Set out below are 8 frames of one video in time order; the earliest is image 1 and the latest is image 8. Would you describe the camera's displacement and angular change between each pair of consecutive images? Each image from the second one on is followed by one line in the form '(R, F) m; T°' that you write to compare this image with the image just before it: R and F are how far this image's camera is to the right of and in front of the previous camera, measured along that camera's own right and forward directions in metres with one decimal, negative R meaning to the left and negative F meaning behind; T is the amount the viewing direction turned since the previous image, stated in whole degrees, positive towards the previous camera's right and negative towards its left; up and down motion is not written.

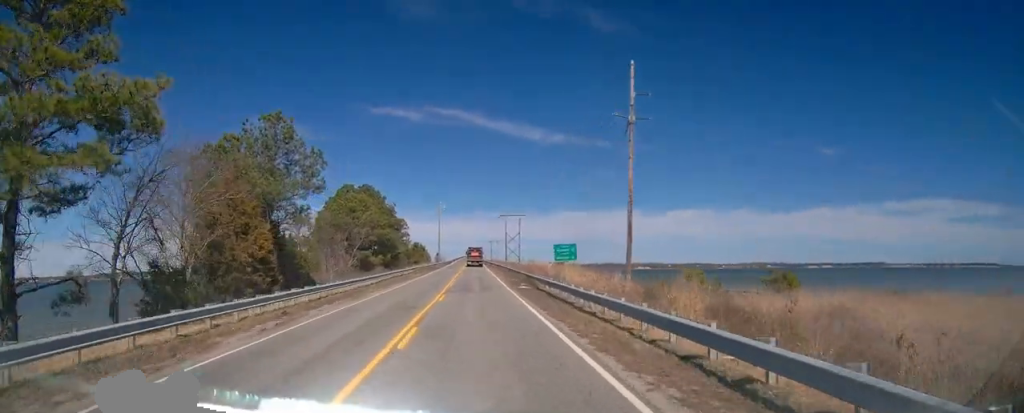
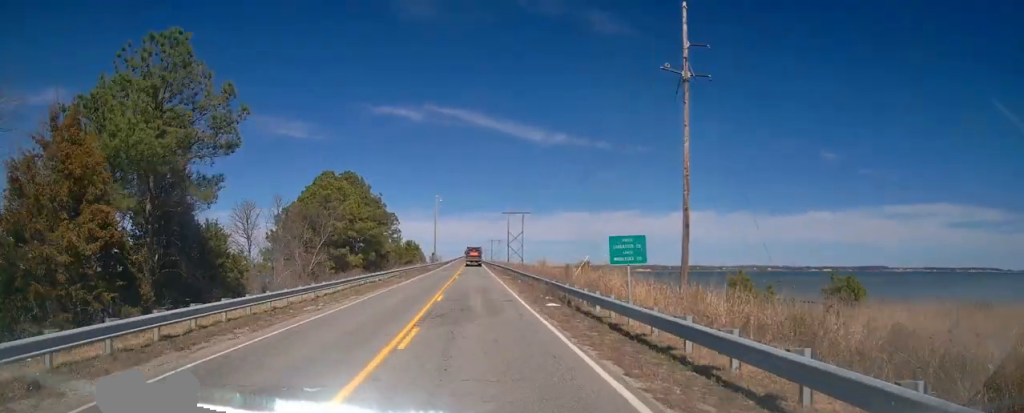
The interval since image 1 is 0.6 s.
(-0.1, +12.2) m; 0°
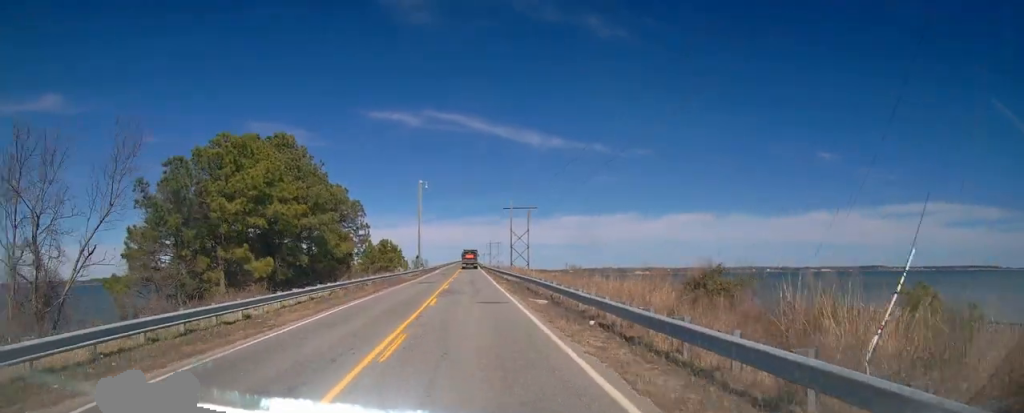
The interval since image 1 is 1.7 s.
(+0.1, +25.1) m; +1°
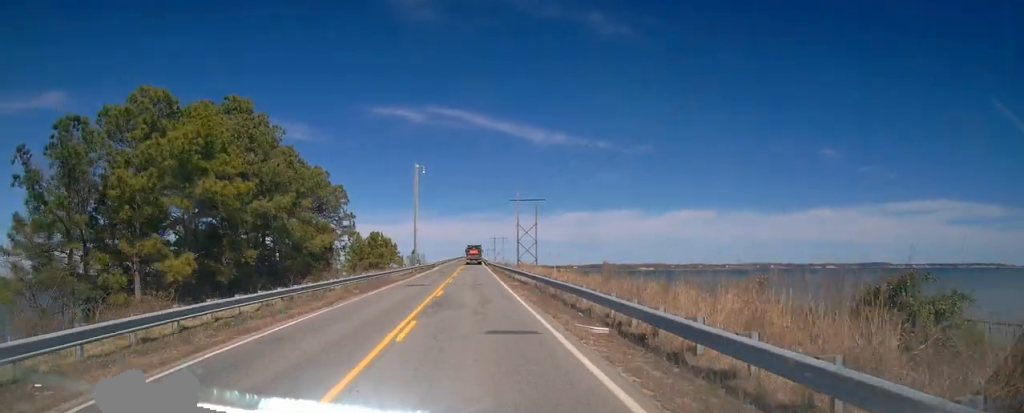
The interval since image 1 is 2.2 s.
(0.0, +10.0) m; 0°
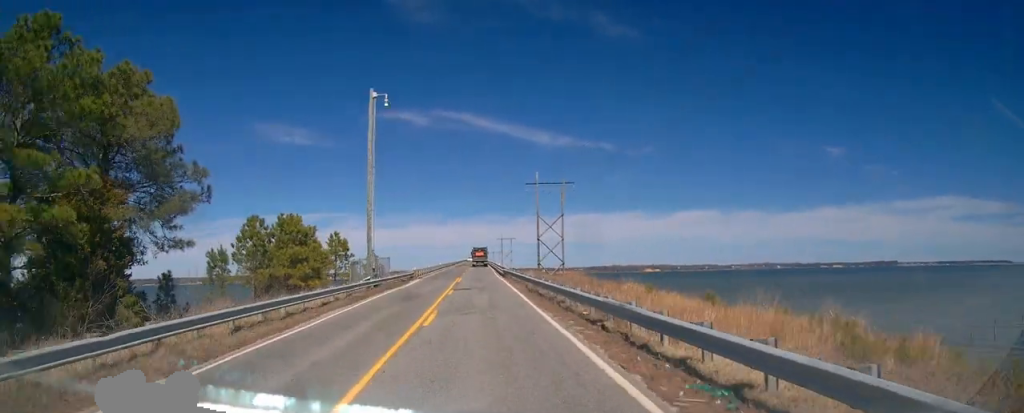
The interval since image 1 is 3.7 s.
(-0.4, +33.0) m; 0°
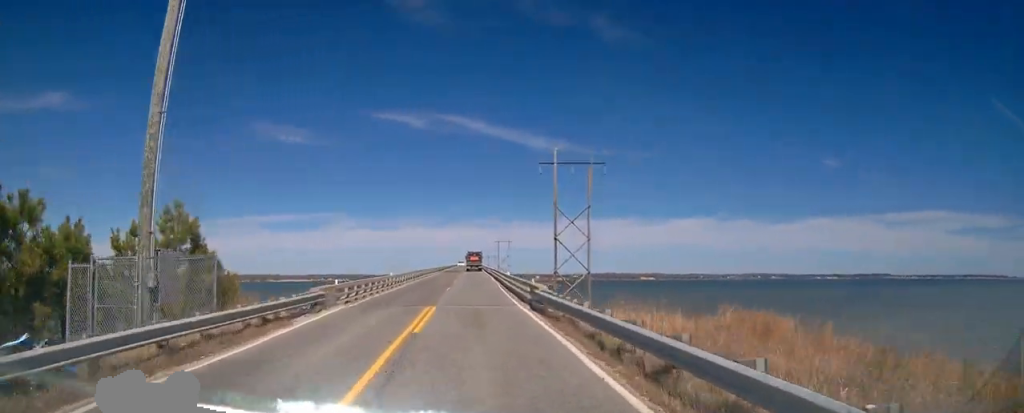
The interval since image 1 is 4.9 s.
(+0.2, +25.6) m; 0°
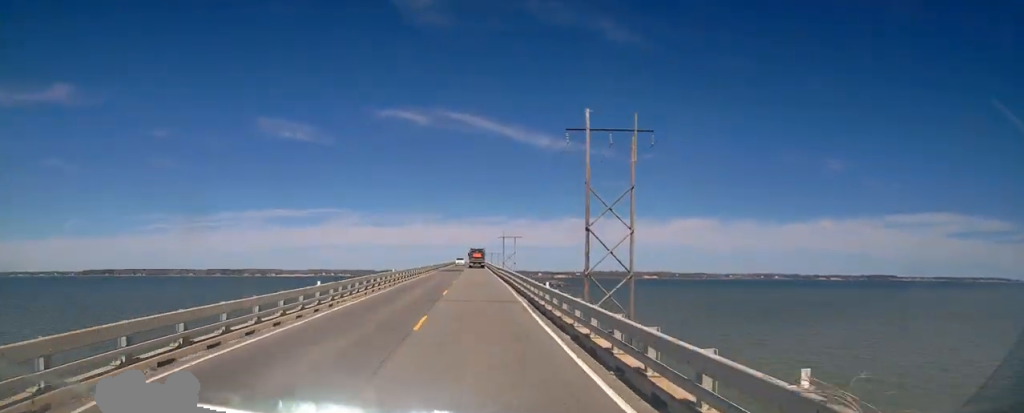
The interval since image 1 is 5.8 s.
(-0.2, +17.6) m; -1°
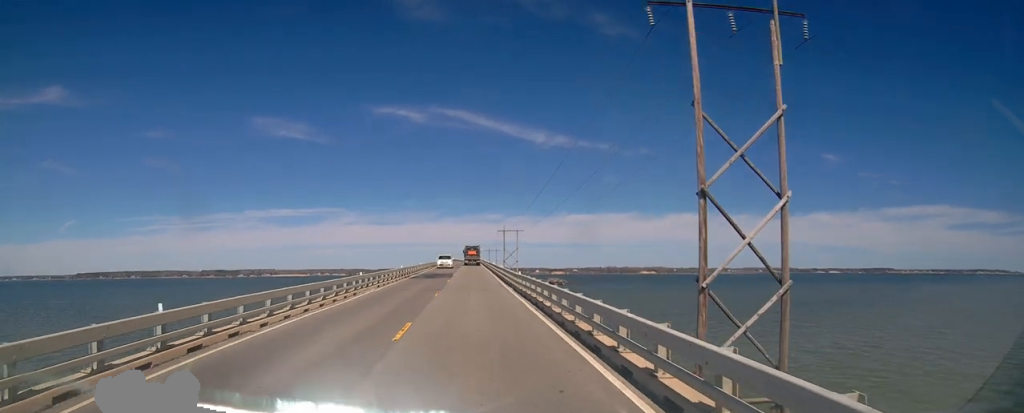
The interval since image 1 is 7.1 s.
(+0.1, +27.1) m; +1°
